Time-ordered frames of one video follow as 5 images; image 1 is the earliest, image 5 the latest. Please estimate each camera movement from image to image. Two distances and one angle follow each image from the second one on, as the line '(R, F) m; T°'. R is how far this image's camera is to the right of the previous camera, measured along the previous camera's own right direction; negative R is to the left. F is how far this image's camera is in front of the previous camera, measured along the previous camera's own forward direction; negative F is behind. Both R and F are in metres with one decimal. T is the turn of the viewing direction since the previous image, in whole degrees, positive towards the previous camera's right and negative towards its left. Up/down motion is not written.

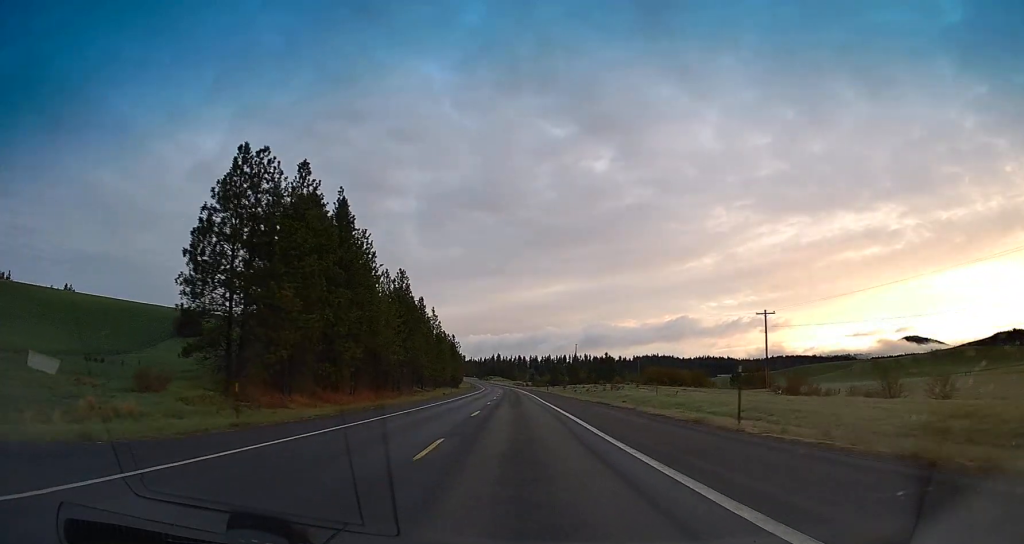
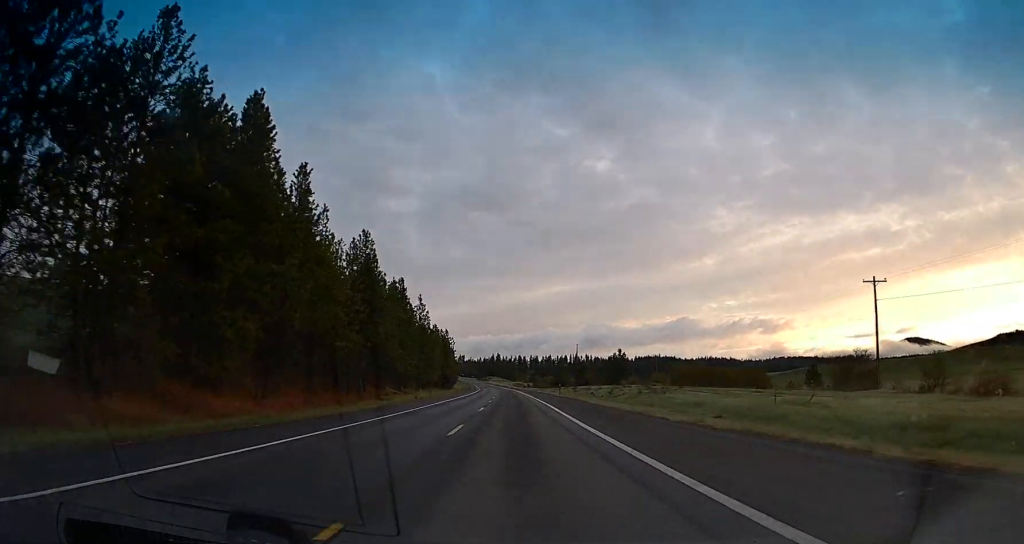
(-0.1, +25.1) m; 0°
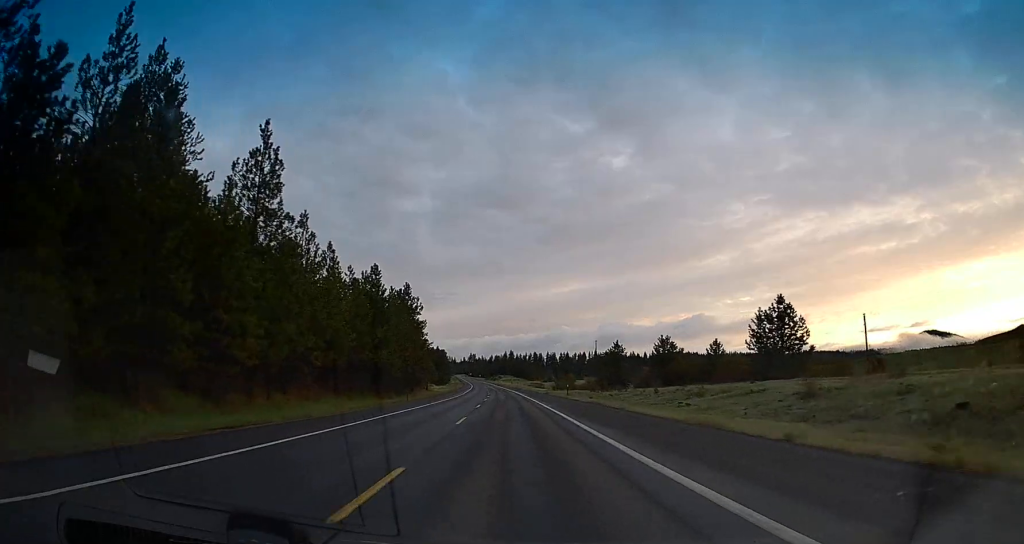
(+0.1, +100.7) m; -1°
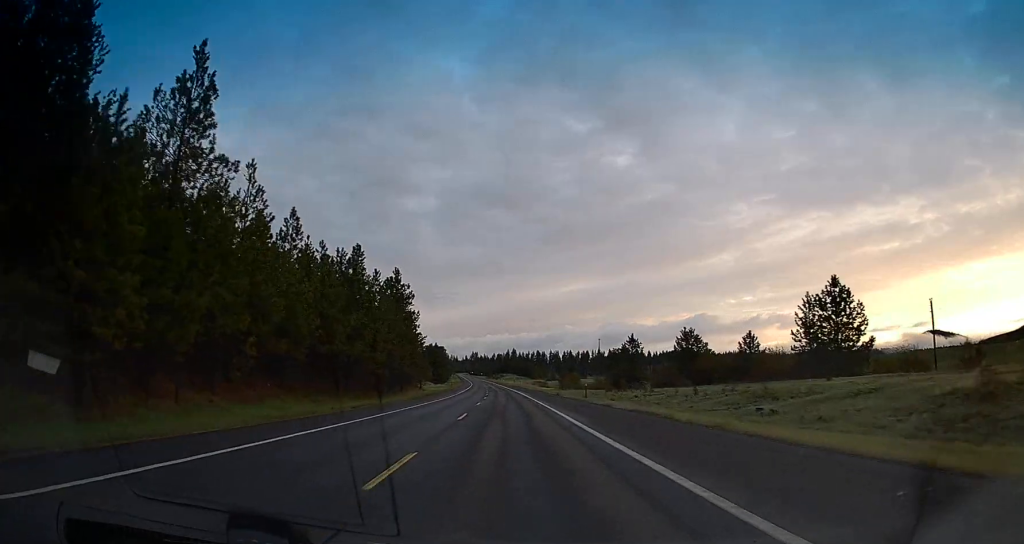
(0.0, +13.1) m; 0°
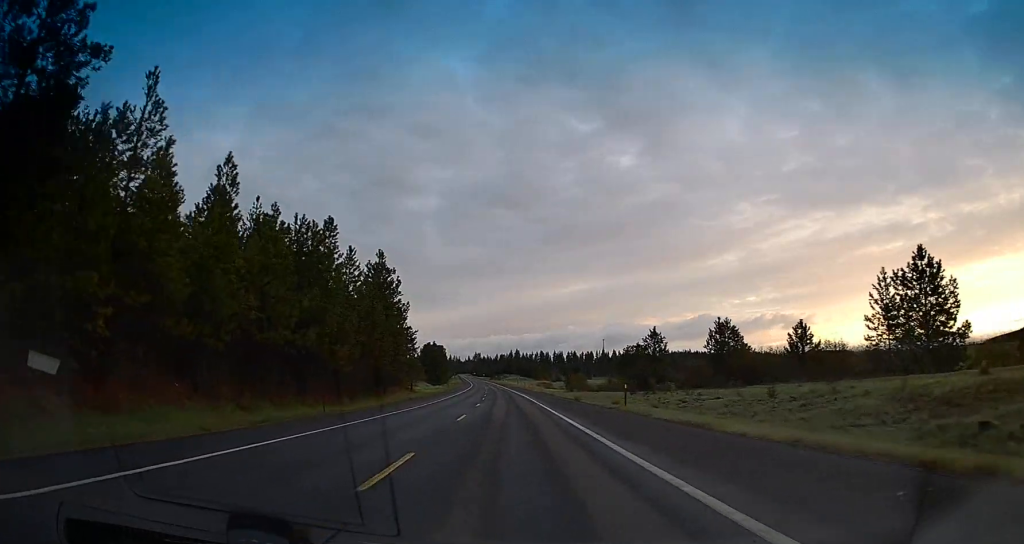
(-0.1, +14.7) m; -1°
